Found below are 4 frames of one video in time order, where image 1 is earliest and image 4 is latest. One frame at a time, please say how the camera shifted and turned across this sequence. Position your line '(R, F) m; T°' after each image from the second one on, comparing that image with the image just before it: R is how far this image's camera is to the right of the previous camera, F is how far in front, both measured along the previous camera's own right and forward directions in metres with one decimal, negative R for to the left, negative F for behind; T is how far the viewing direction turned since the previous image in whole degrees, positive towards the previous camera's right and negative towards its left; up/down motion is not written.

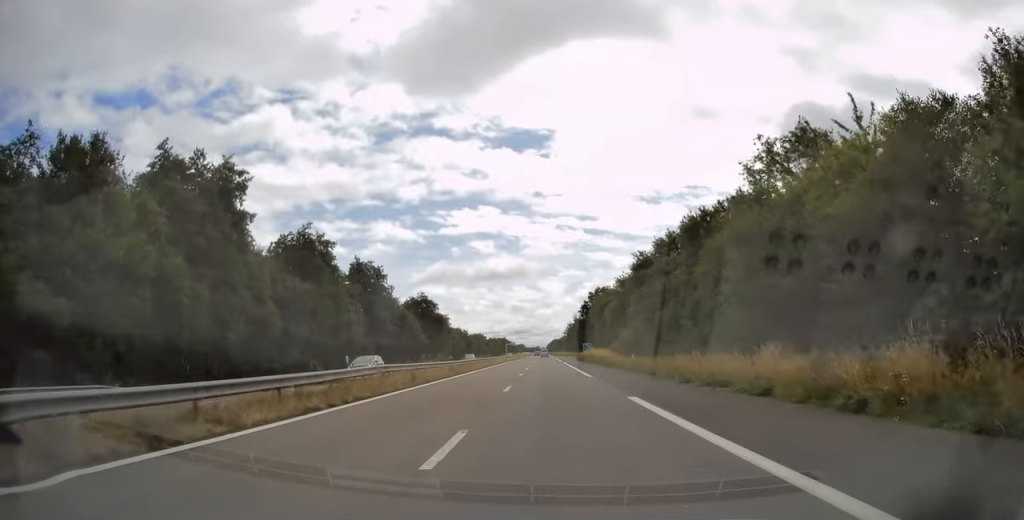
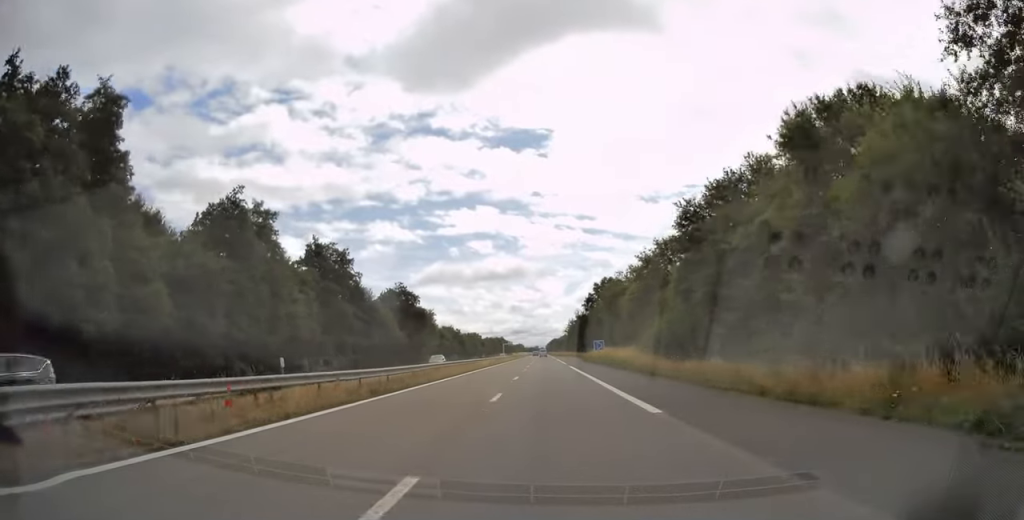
(0.0, +17.0) m; 0°
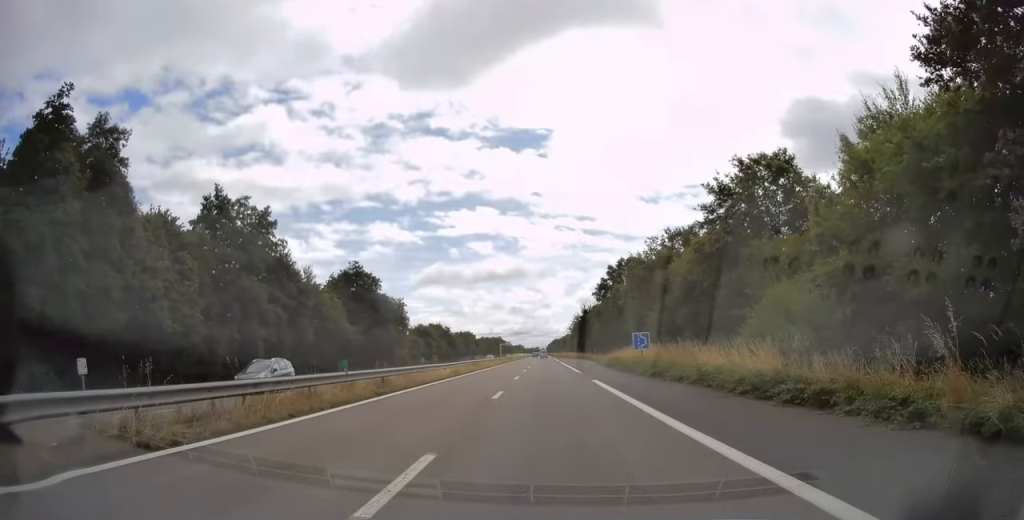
(0.0, +24.8) m; 0°
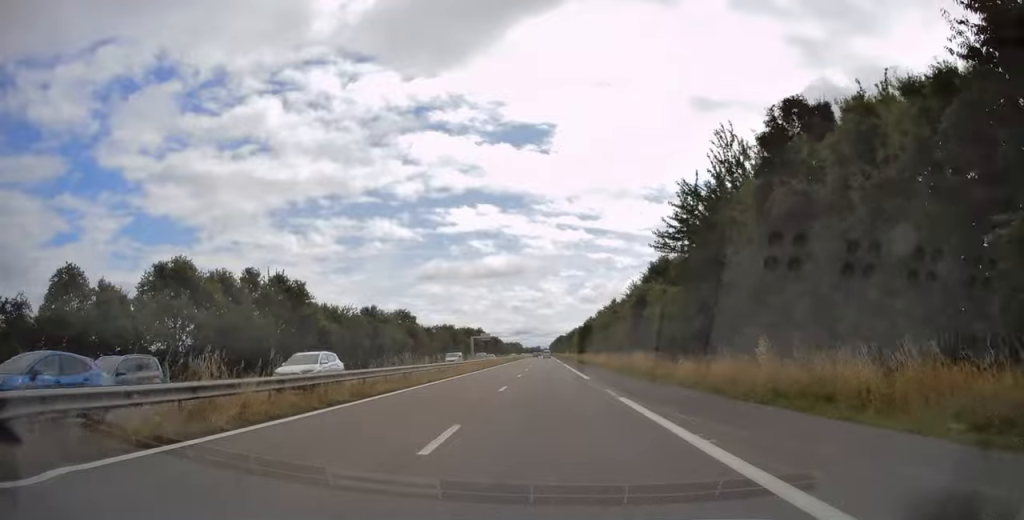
(0.0, +114.6) m; 0°
